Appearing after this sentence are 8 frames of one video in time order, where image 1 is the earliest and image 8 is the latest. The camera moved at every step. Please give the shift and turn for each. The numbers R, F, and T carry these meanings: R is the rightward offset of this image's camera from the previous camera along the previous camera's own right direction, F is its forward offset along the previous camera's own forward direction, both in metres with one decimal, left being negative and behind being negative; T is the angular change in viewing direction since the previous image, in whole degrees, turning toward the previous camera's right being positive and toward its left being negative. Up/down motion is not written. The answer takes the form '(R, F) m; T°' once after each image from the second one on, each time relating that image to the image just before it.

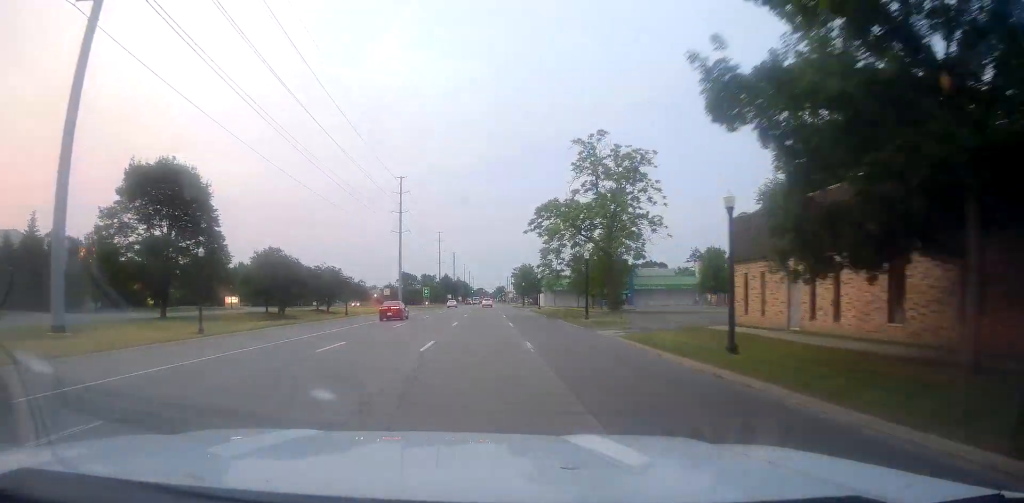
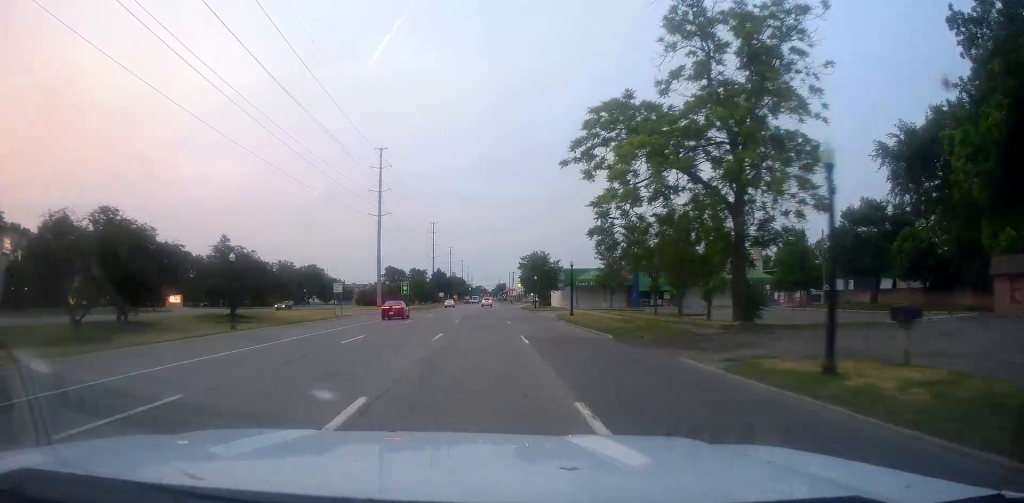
(-0.7, +27.6) m; 0°
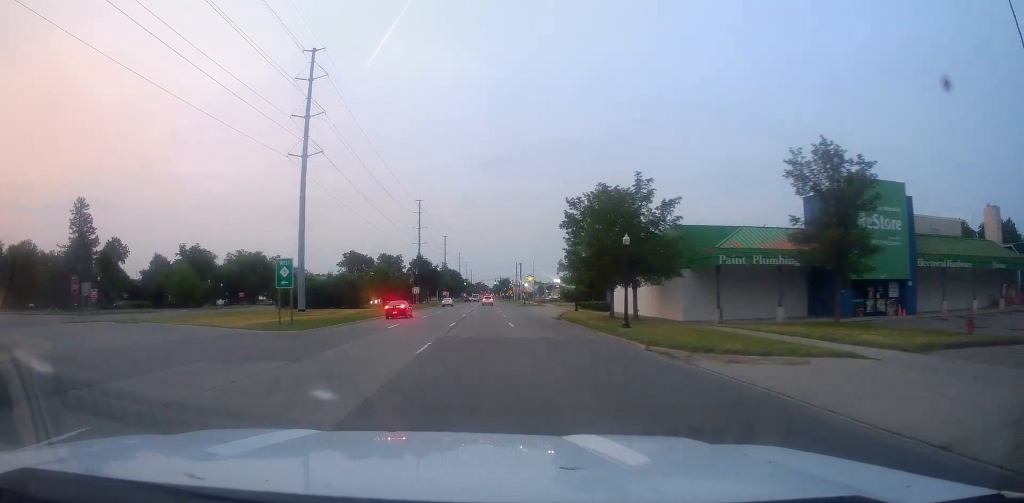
(+1.7, +50.4) m; +2°
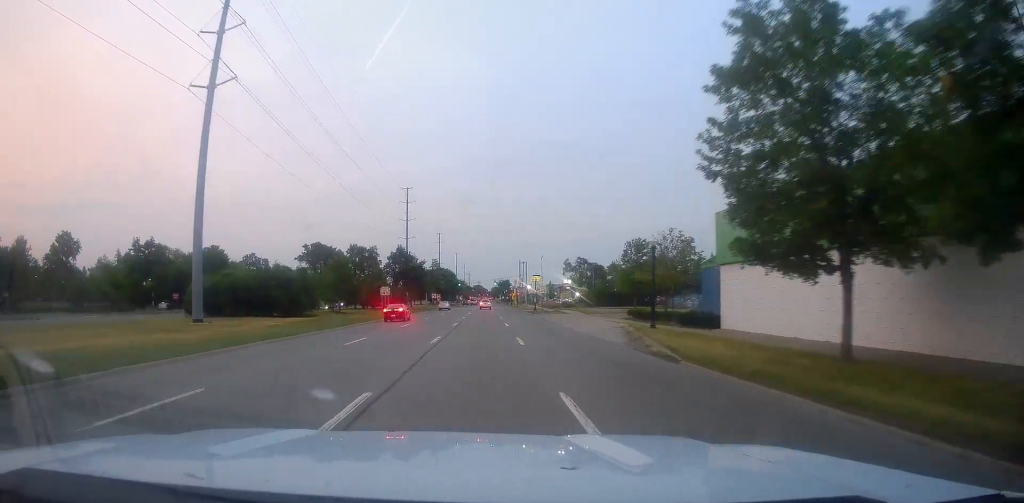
(-0.3, +25.8) m; -1°
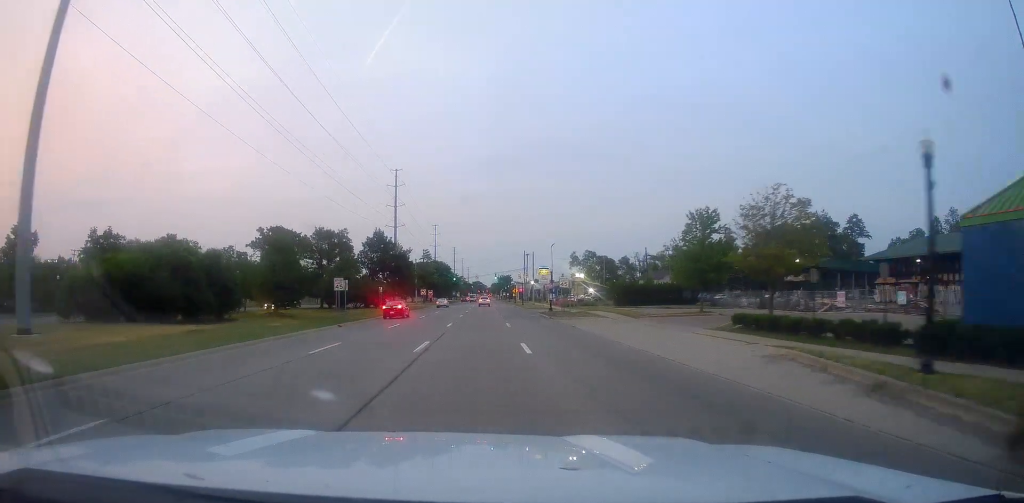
(-0.2, +19.5) m; 0°
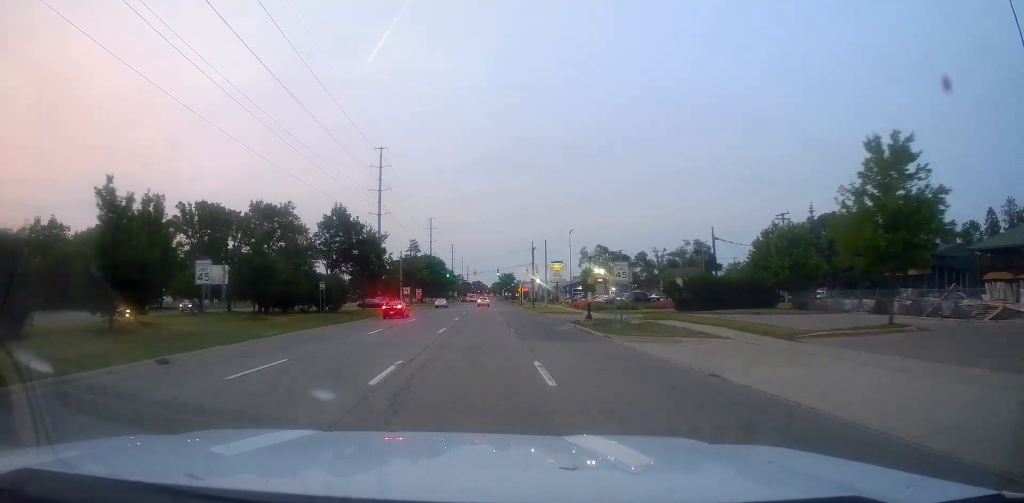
(+0.3, +21.8) m; +2°
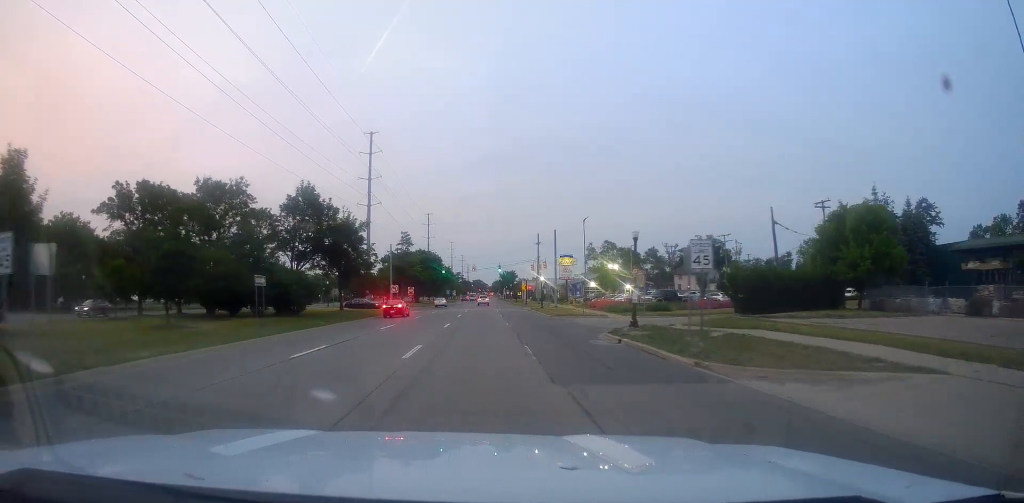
(+0.3, +11.2) m; 0°
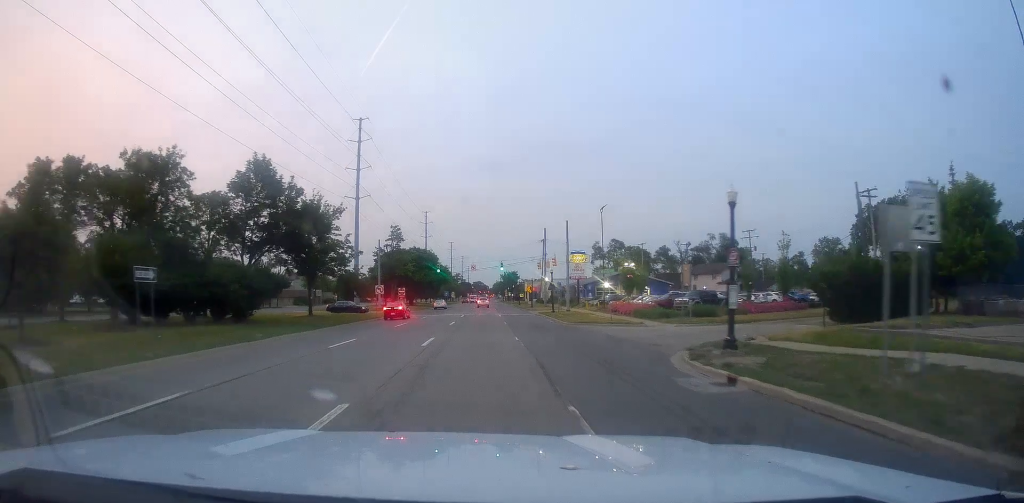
(+0.3, +10.5) m; 0°
